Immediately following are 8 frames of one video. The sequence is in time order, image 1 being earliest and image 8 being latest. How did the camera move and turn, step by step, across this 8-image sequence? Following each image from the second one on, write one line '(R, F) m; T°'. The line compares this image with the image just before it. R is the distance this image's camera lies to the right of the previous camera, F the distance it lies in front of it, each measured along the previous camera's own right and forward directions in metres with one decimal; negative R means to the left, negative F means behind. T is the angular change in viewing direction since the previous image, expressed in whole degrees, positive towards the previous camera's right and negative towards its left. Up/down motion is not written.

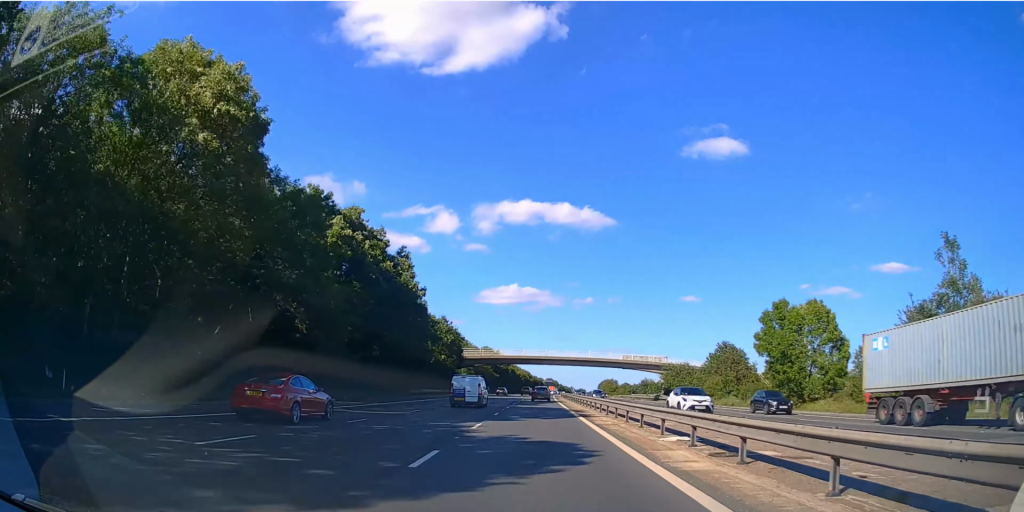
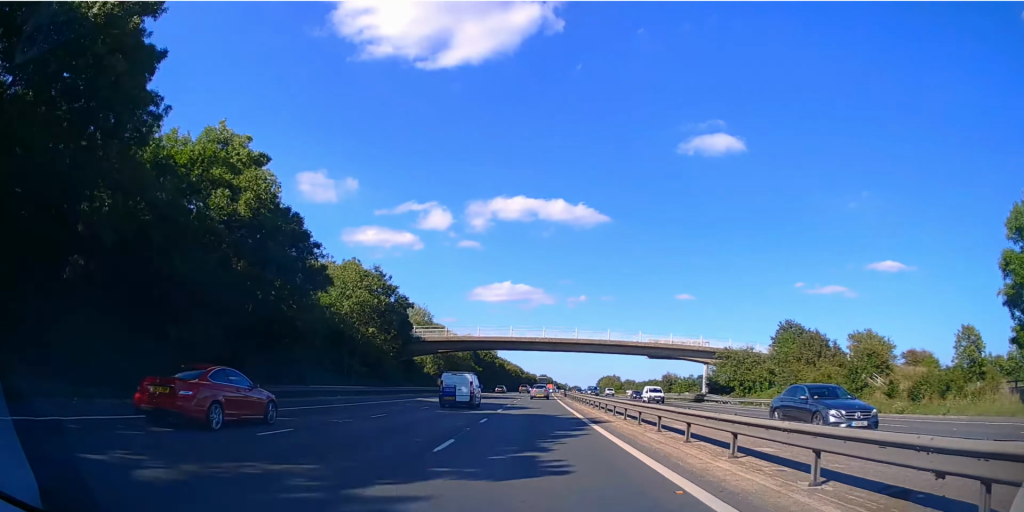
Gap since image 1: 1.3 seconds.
(+0.2, +35.2) m; +1°
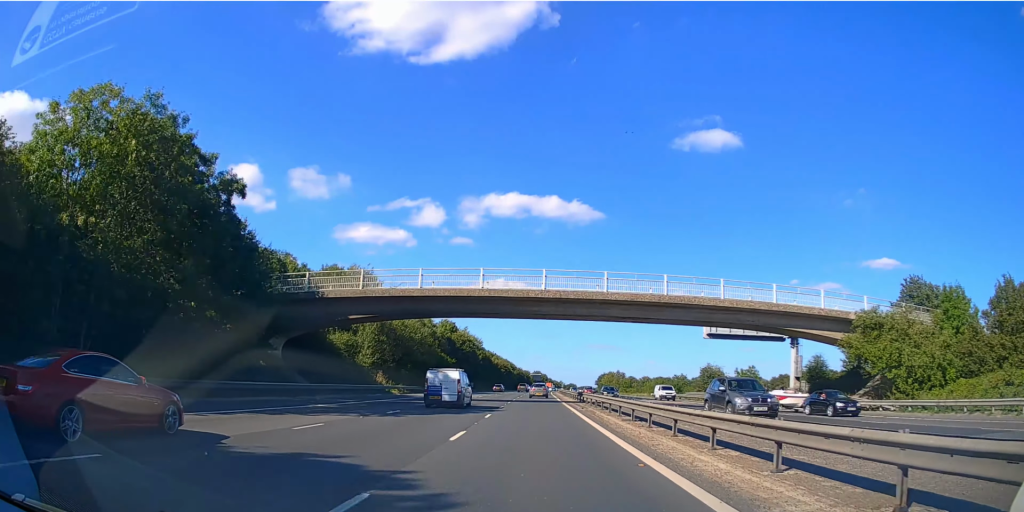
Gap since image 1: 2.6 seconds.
(+0.3, +34.5) m; +1°
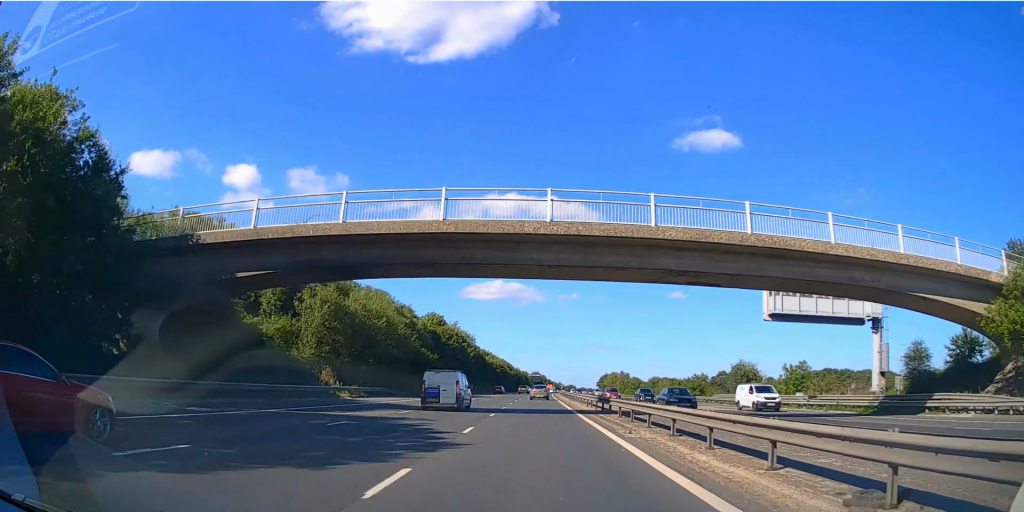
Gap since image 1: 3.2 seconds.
(0.0, +15.7) m; 0°
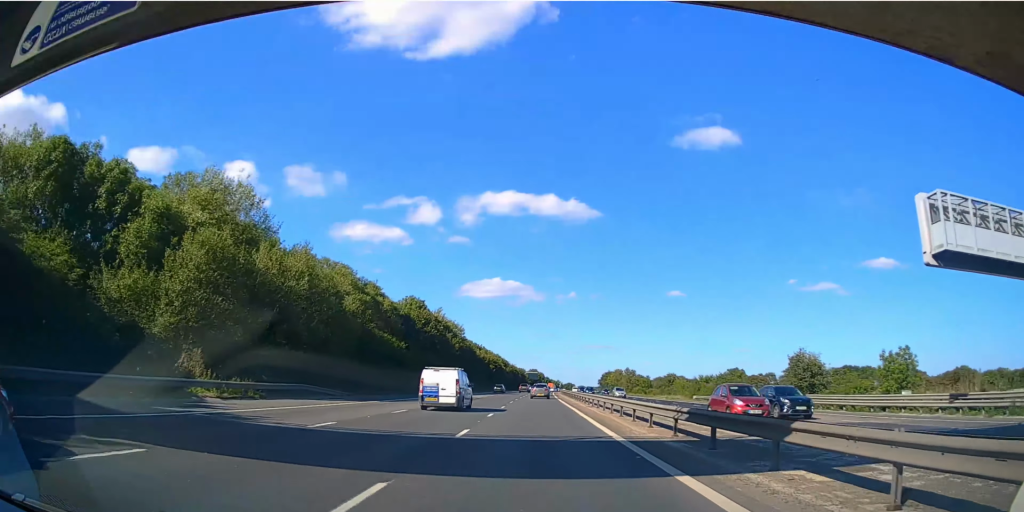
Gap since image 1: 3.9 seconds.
(0.0, +19.0) m; 0°
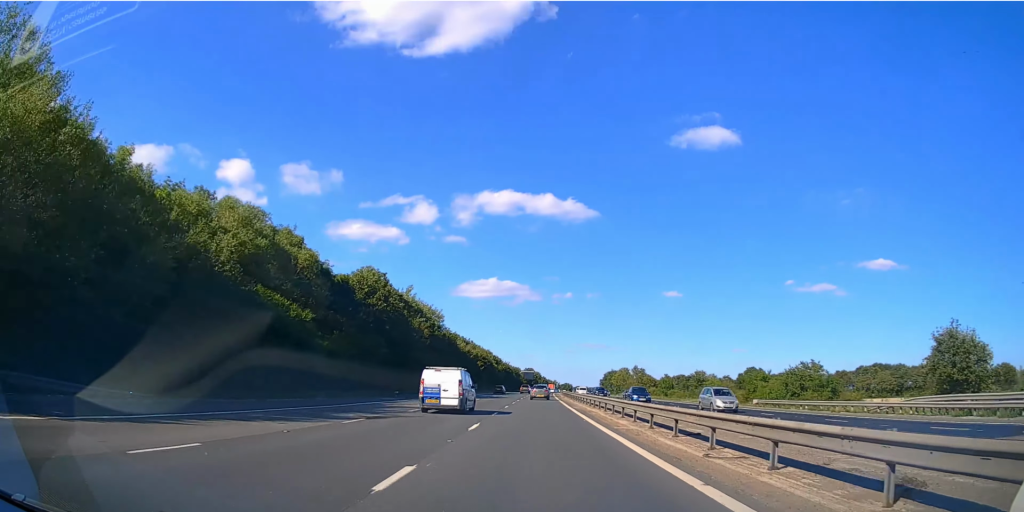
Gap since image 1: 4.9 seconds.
(+0.2, +23.6) m; 0°
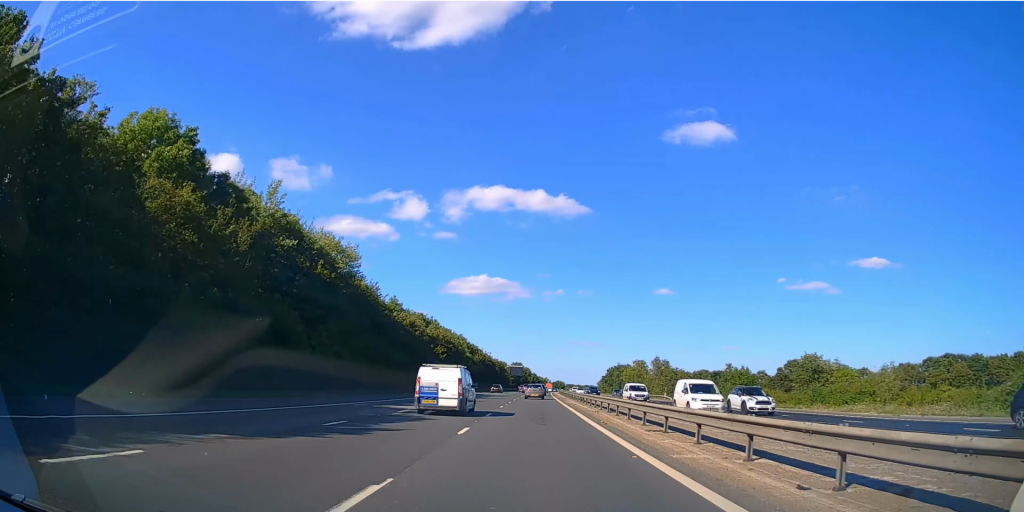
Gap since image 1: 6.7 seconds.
(+0.4, +42.5) m; +1°
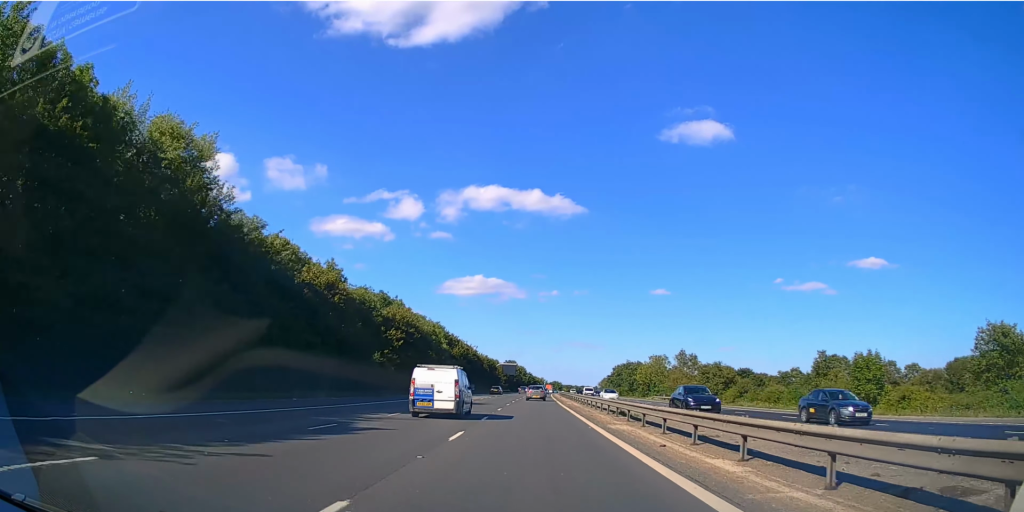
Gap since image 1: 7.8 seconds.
(0.0, +23.1) m; 0°
